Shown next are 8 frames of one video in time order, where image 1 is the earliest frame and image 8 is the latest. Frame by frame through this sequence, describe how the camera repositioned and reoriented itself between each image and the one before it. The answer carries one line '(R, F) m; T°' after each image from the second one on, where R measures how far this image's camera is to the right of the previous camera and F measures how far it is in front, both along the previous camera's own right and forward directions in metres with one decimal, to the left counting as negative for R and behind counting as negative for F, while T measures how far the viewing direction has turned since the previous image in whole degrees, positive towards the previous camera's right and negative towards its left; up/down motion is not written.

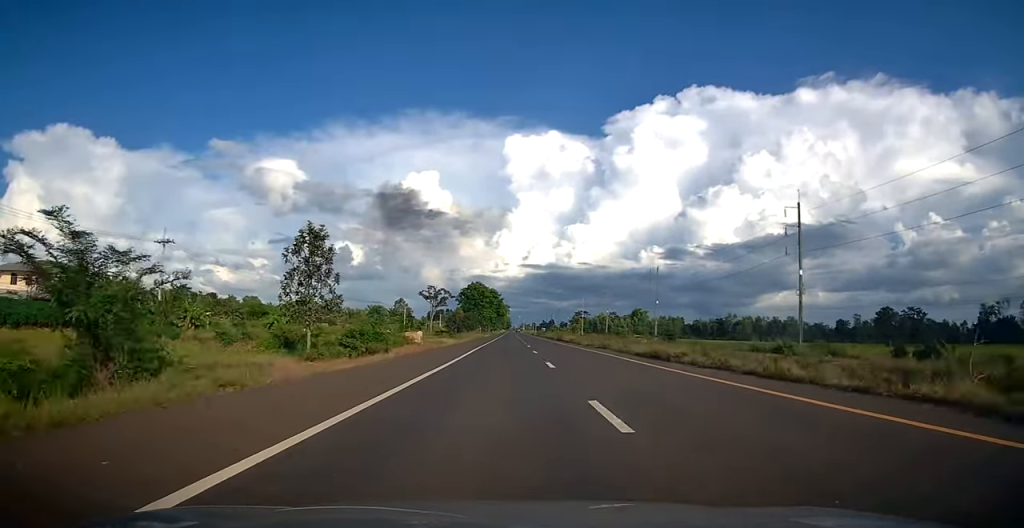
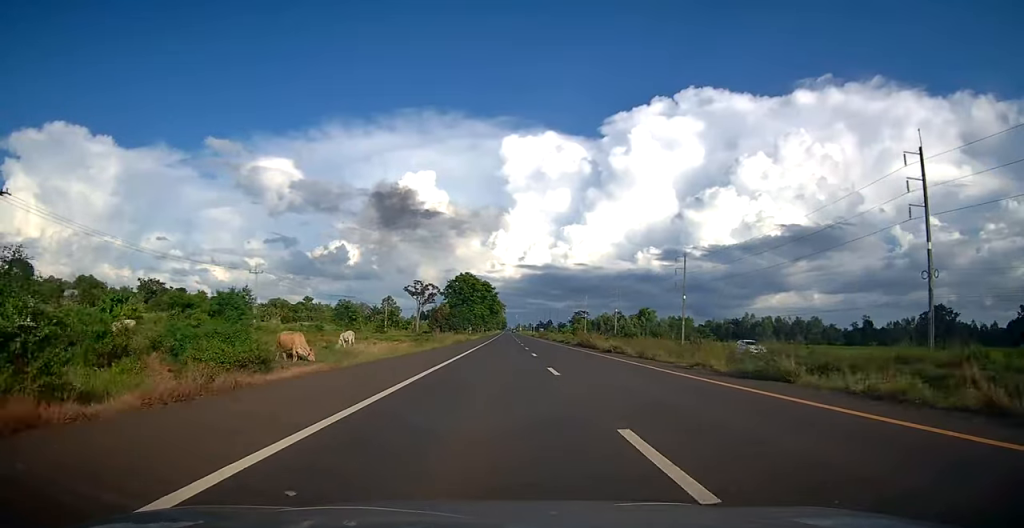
(0.0, +26.8) m; 0°
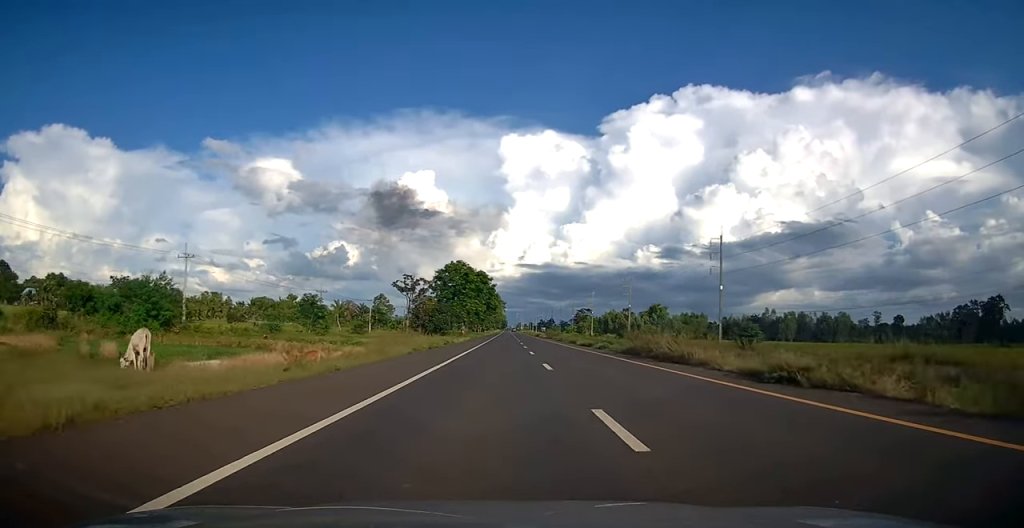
(+0.1, +22.1) m; 0°
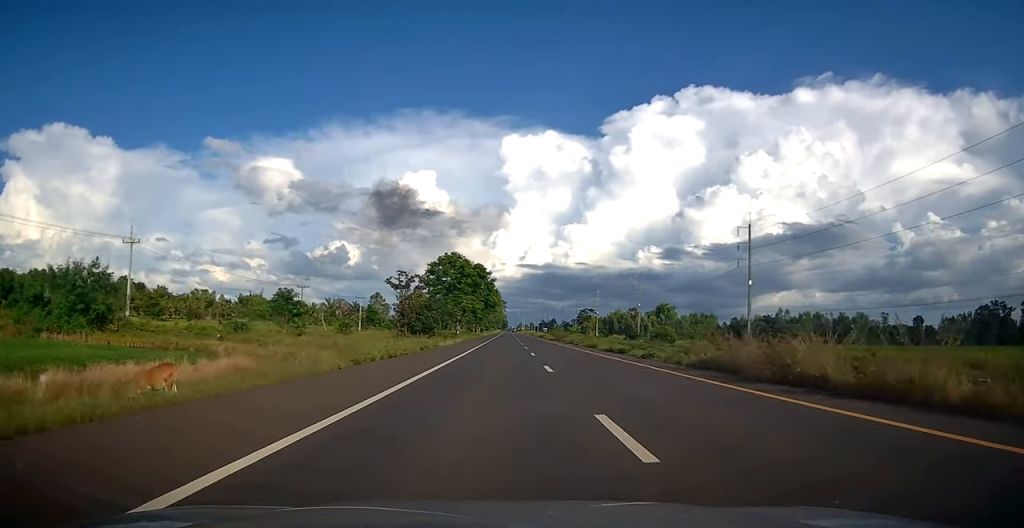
(0.0, +12.4) m; 0°
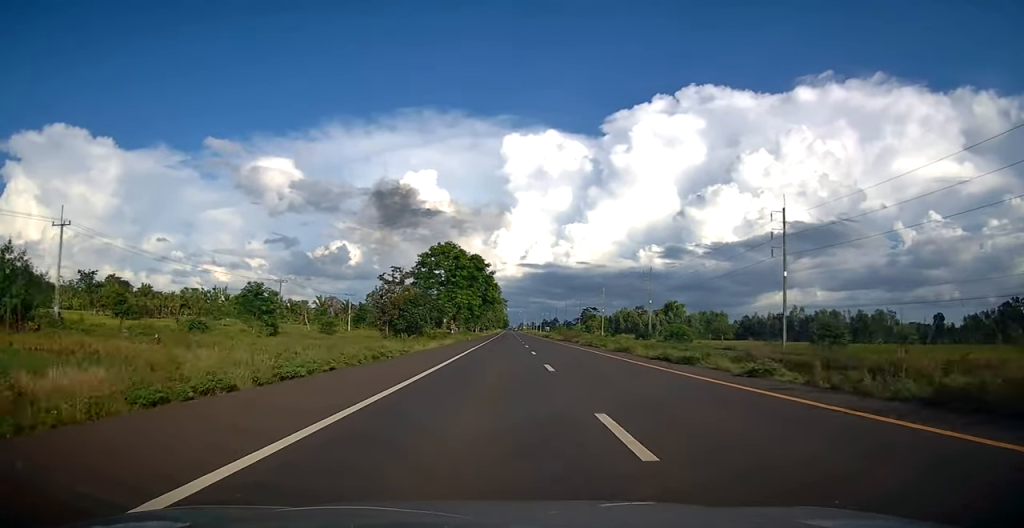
(0.0, +11.9) m; 0°
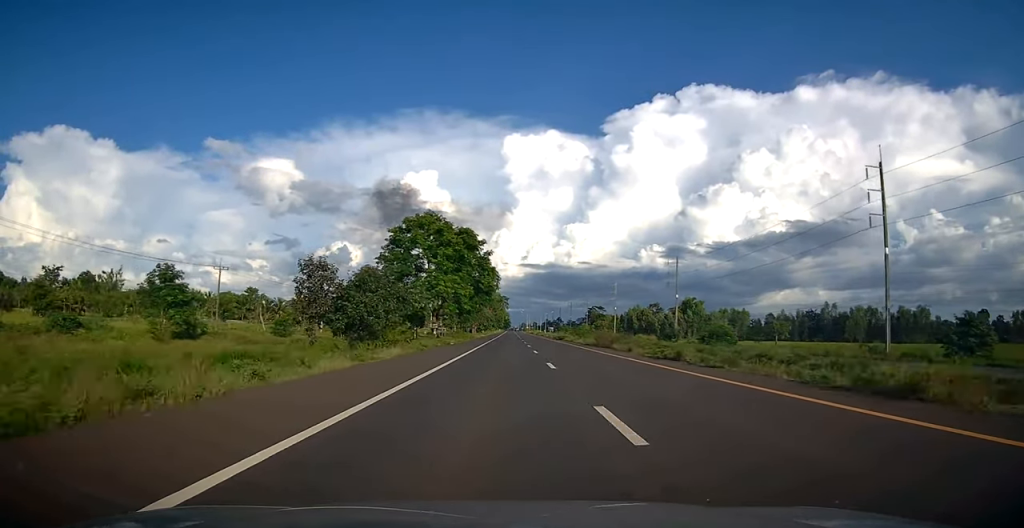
(+0.1, +23.3) m; 0°
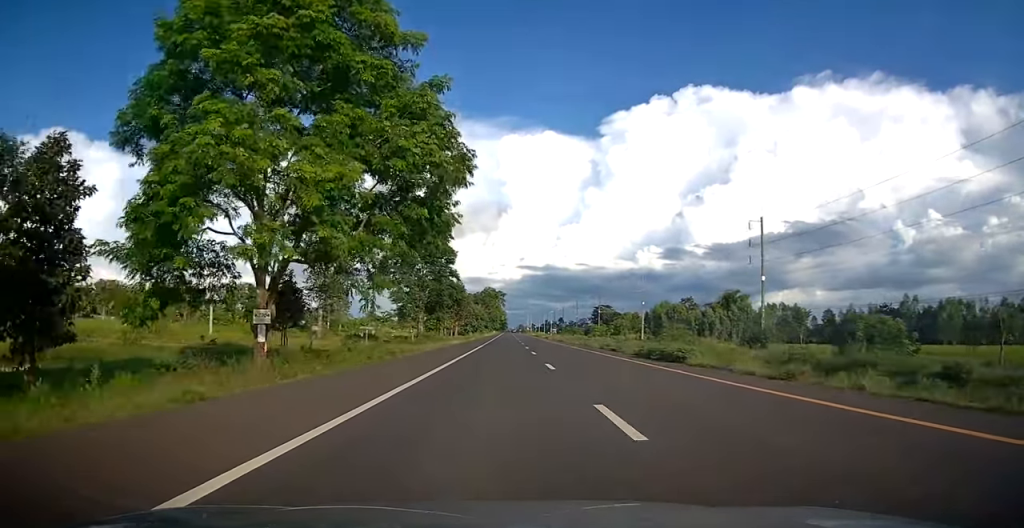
(-0.4, +48.2) m; 0°
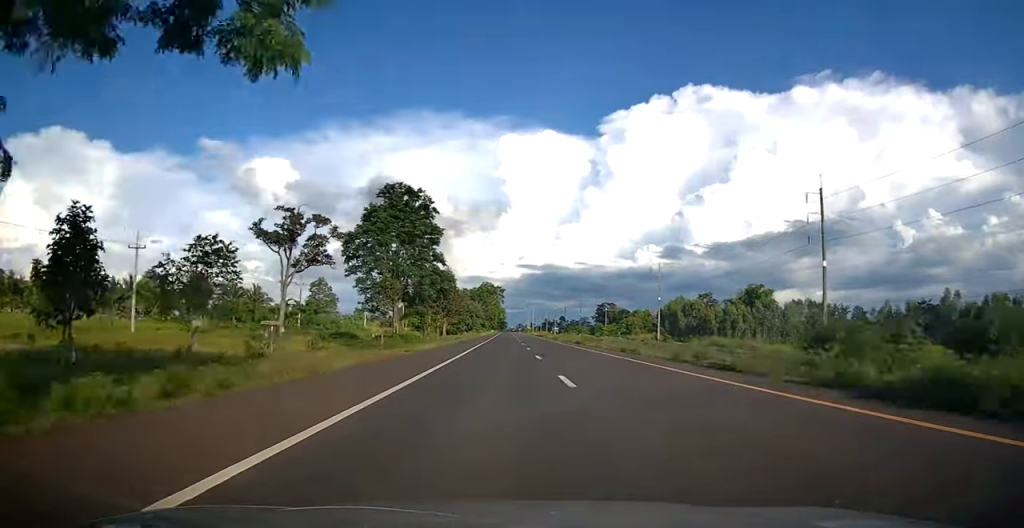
(0.0, +18.3) m; 0°
